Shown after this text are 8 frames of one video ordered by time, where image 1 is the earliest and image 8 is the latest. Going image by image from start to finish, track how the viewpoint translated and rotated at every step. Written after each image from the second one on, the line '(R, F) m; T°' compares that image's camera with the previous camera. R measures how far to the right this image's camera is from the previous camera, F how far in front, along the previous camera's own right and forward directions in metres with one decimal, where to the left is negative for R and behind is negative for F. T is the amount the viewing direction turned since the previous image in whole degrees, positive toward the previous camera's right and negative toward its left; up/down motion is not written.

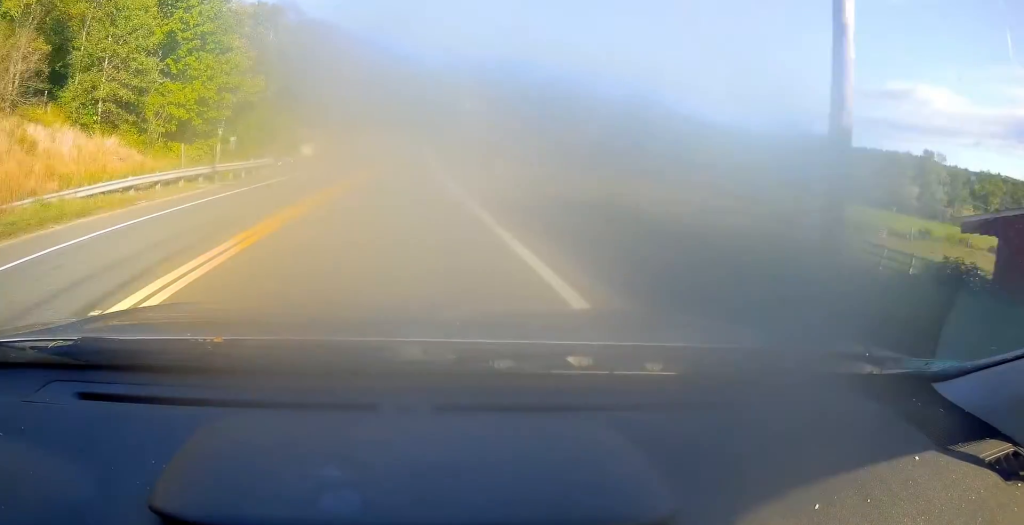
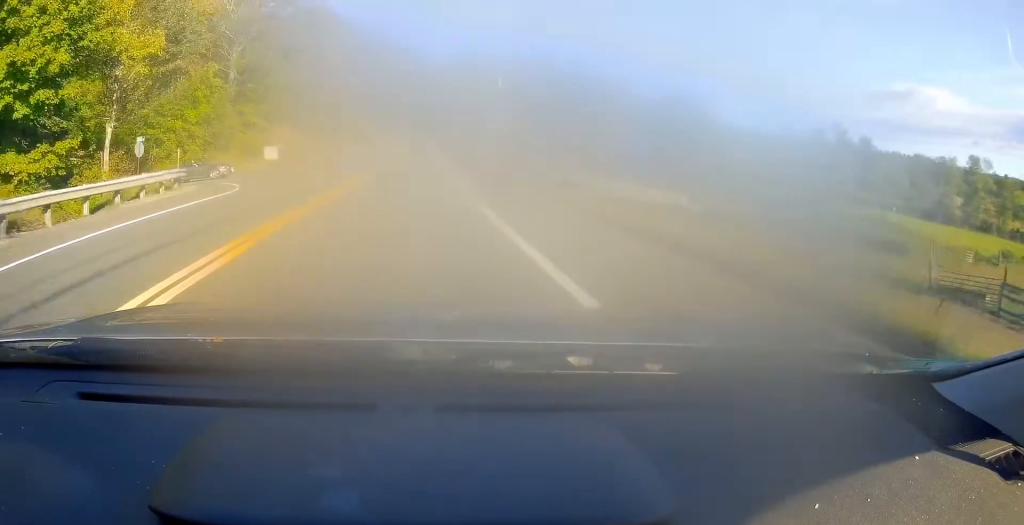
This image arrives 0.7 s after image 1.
(-0.1, +17.1) m; 0°
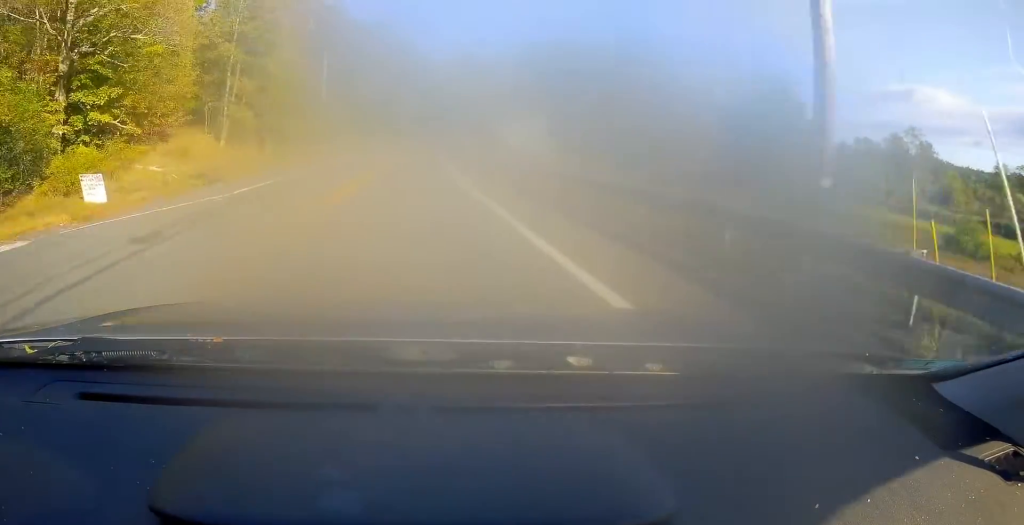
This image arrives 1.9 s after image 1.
(+0.1, +28.1) m; +1°
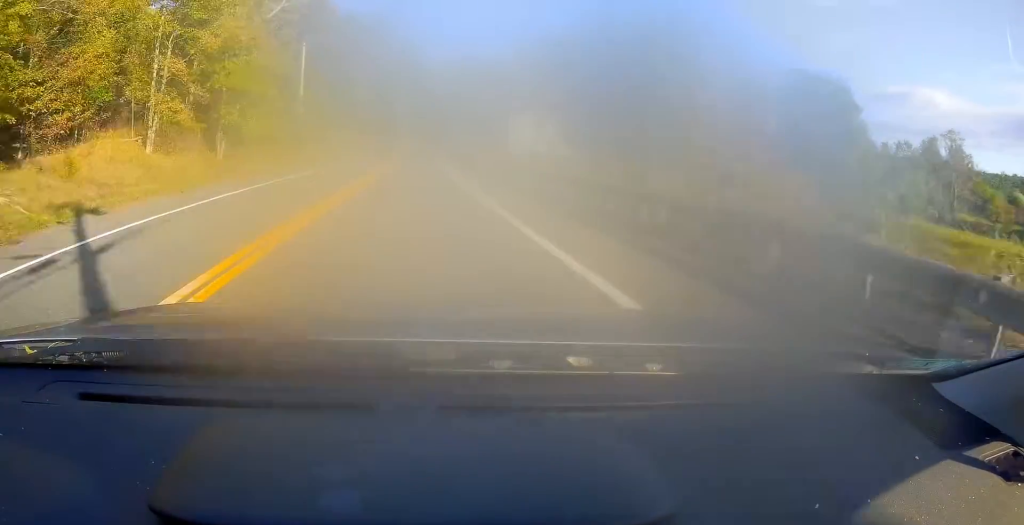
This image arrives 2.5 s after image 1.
(+0.2, +12.4) m; 0°
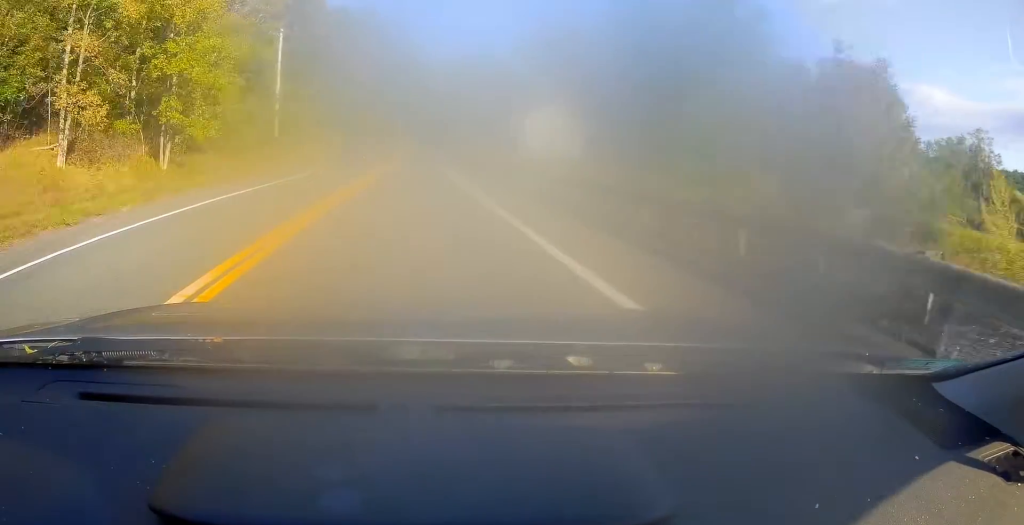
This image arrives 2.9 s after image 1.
(+0.2, +9.3) m; 0°
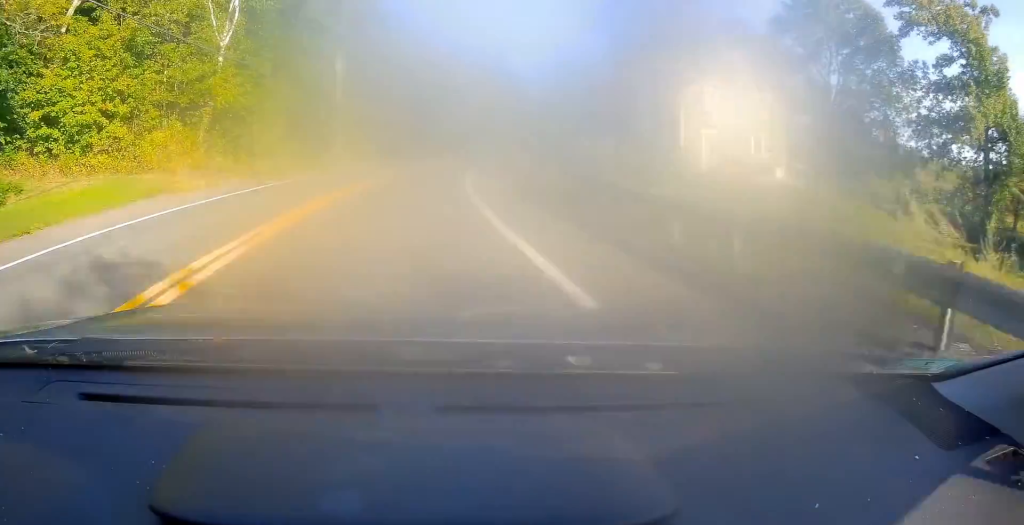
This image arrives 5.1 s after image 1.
(+0.4, +51.0) m; +2°
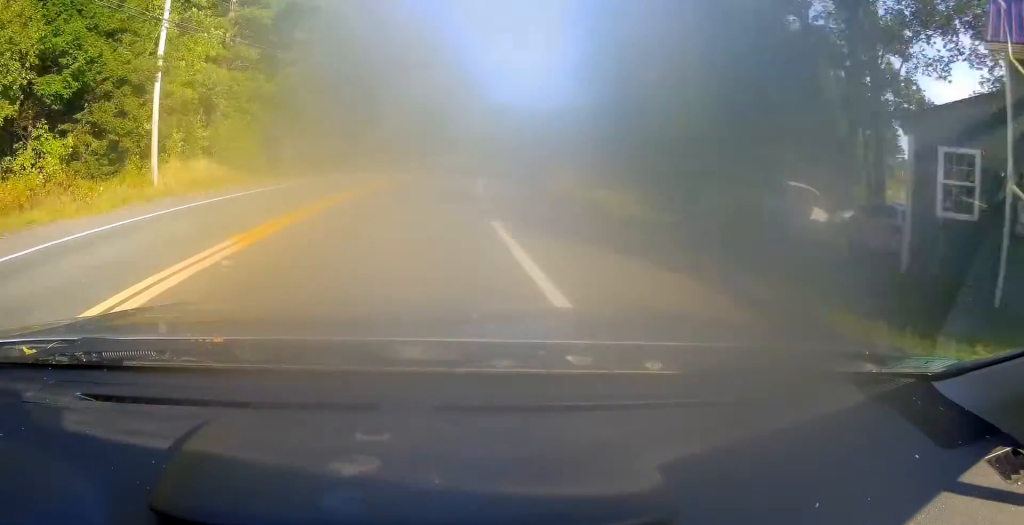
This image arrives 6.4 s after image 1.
(+1.0, +29.6) m; +5°
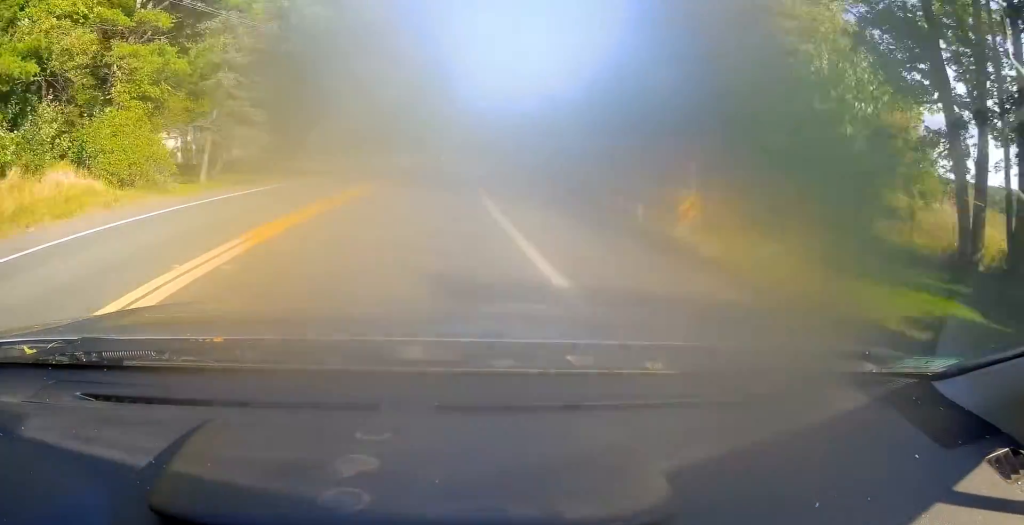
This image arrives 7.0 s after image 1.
(+0.3, +11.8) m; +3°
